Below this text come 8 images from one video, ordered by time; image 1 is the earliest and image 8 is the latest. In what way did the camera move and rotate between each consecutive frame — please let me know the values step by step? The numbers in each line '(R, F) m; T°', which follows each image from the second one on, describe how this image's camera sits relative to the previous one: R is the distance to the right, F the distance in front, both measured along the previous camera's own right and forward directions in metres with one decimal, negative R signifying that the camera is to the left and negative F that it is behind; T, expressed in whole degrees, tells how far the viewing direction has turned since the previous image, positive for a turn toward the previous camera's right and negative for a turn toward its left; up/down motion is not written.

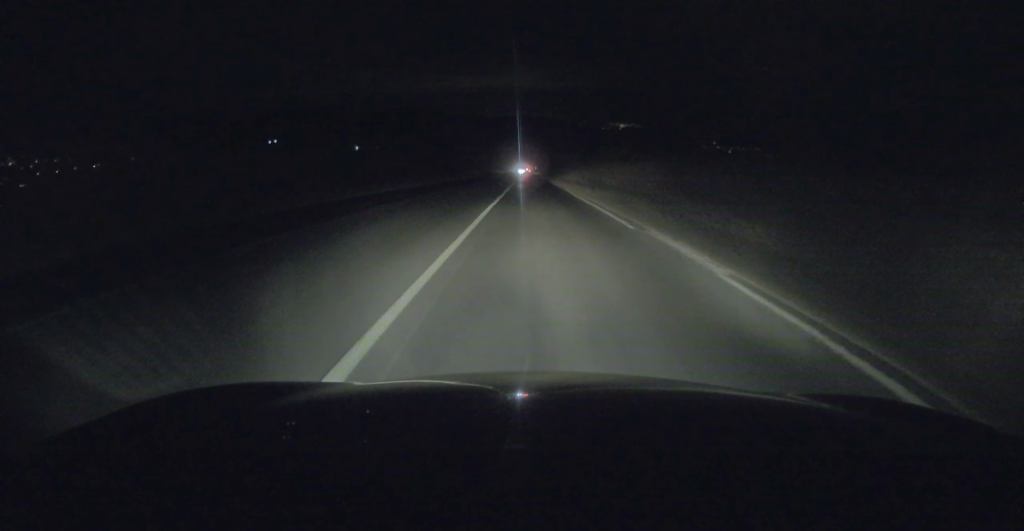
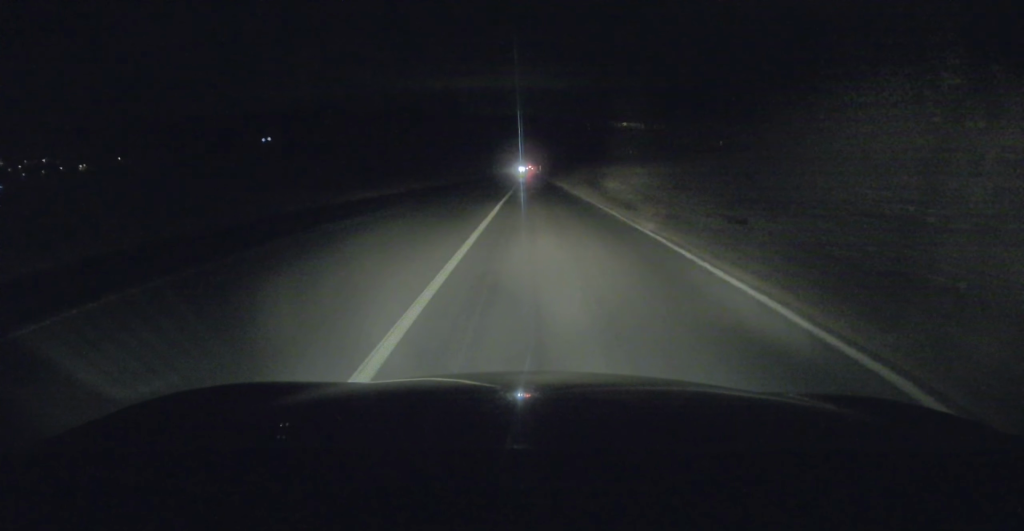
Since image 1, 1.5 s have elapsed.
(+0.1, +39.8) m; 0°
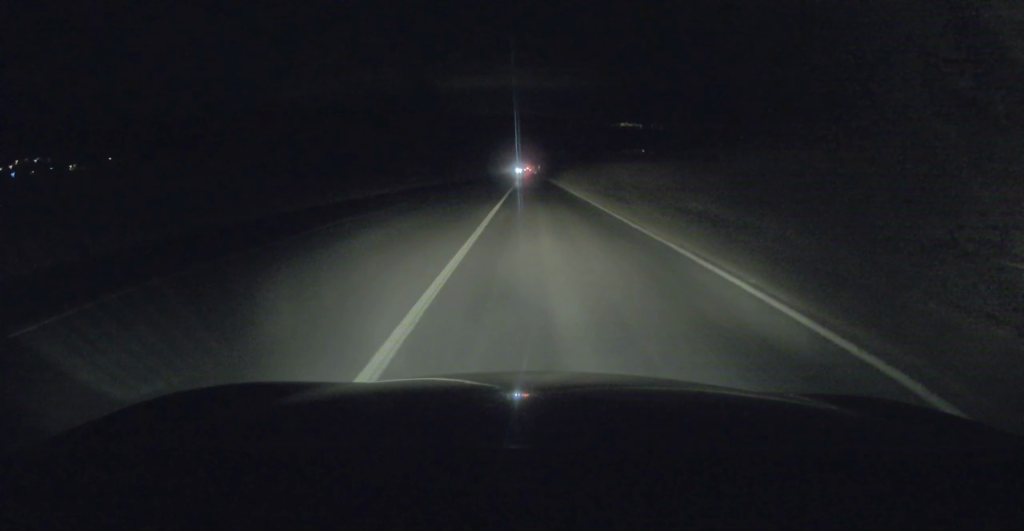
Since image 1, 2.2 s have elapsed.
(-0.1, +19.0) m; 0°
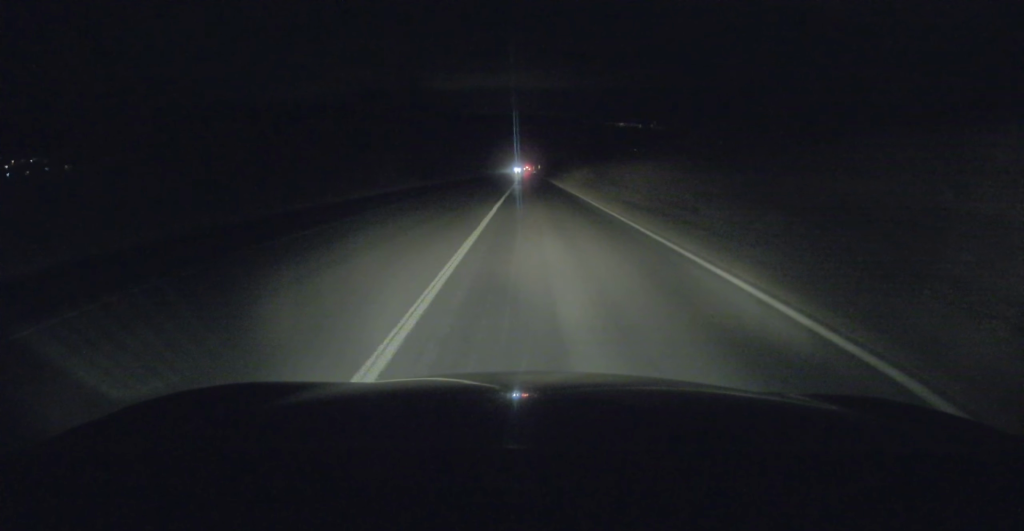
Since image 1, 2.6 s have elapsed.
(0.0, +10.9) m; 0°
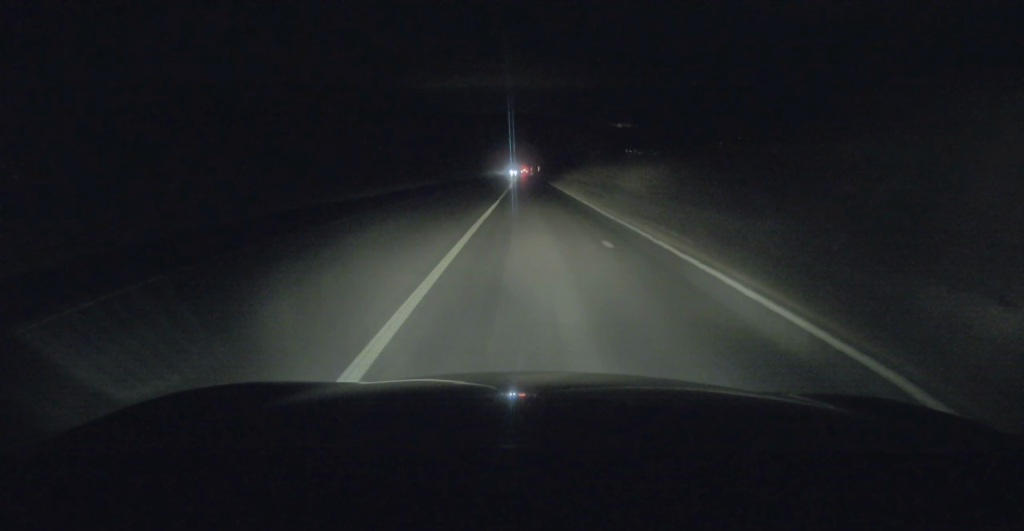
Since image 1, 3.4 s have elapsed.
(0.0, +23.5) m; 0°
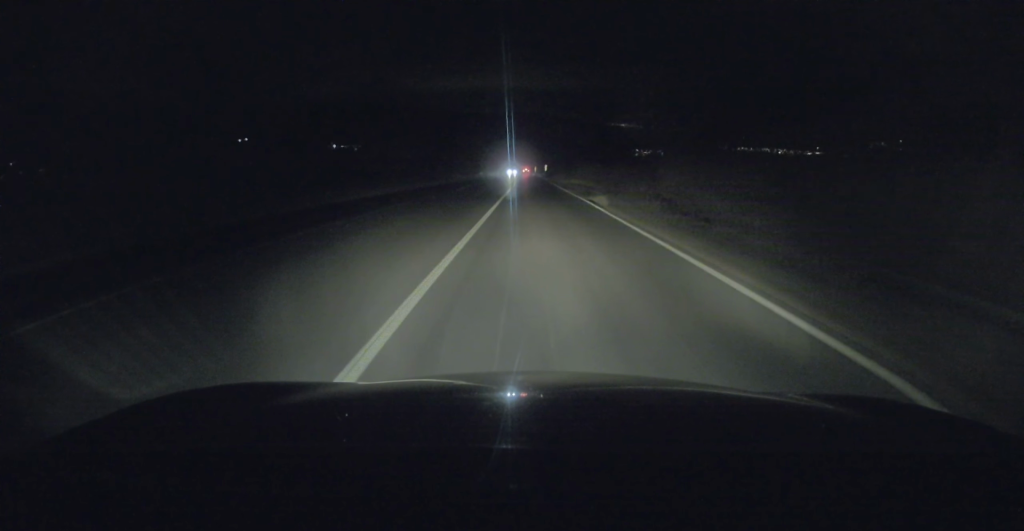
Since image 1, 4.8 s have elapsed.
(+0.2, +37.1) m; 0°
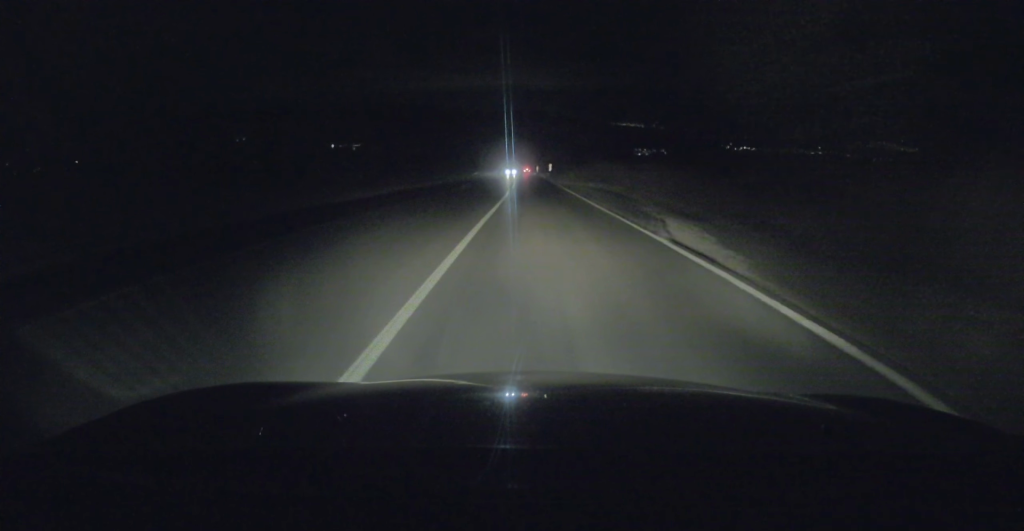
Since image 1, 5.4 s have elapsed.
(0.0, +15.4) m; 0°
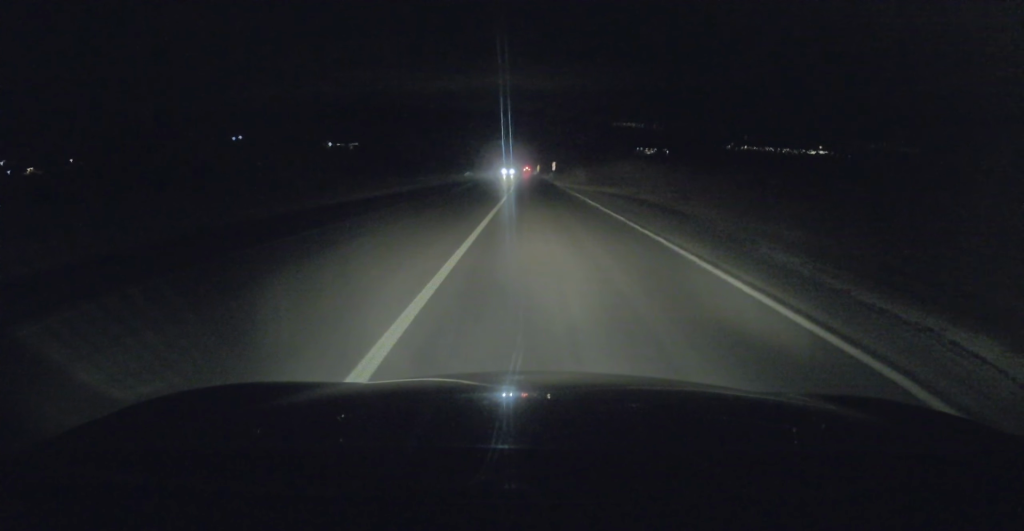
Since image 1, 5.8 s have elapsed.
(-0.1, +12.7) m; 0°
